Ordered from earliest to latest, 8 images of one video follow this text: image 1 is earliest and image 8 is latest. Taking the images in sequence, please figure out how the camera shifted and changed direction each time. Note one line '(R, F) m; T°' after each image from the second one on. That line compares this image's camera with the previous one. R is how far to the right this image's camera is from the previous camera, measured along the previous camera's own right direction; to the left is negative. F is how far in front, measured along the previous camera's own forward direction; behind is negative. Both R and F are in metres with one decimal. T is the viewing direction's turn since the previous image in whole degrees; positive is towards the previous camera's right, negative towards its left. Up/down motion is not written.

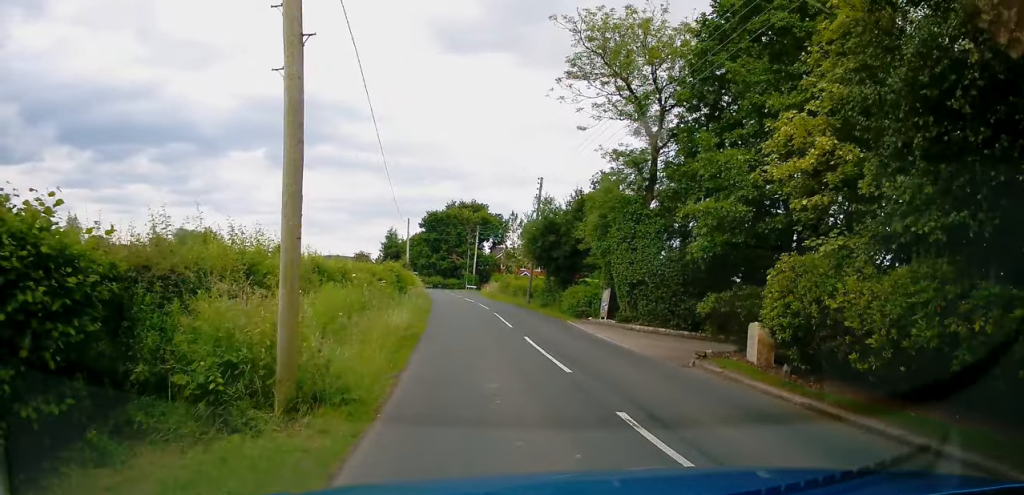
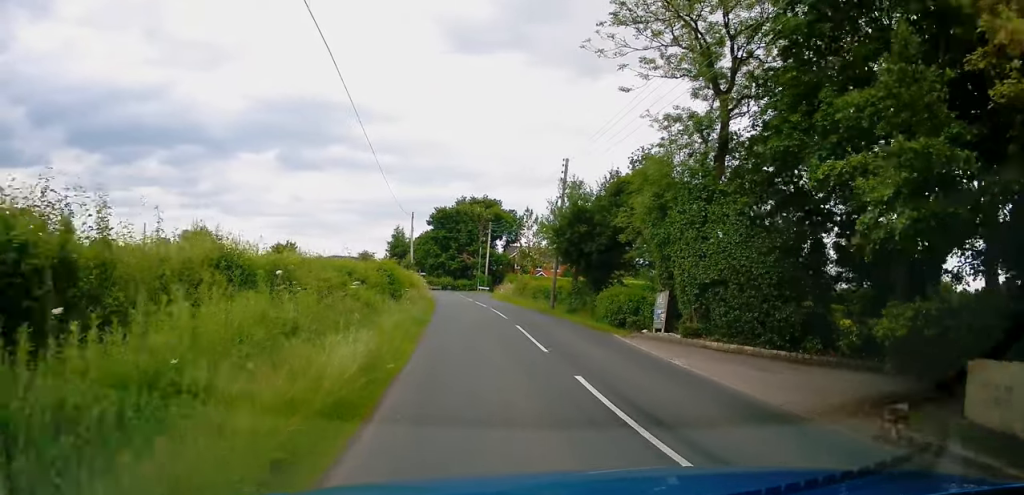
(0.0, +6.5) m; -1°
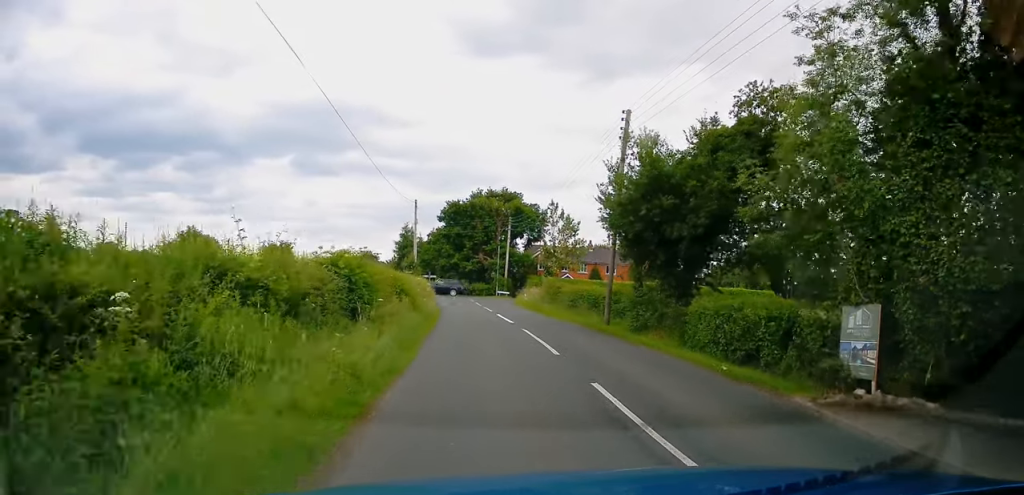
(-0.1, +10.3) m; -2°
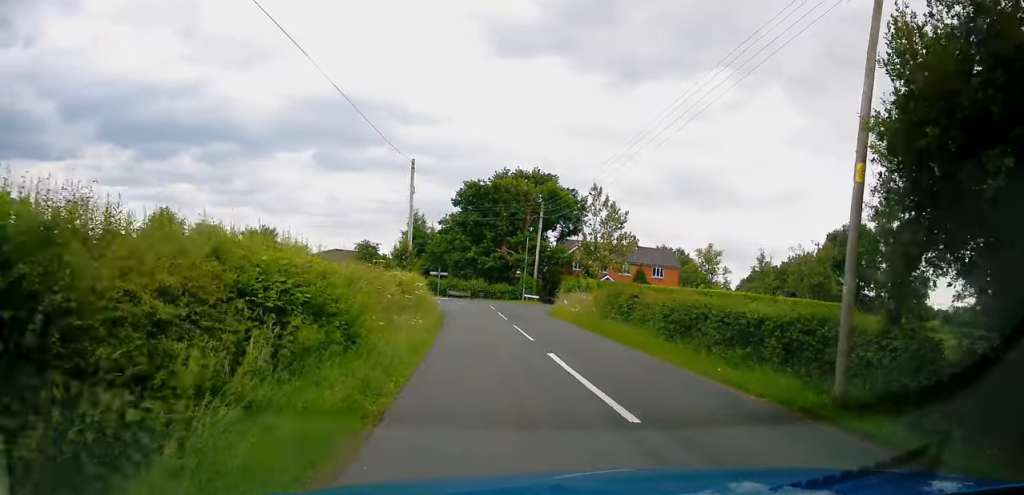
(-0.5, +14.1) m; -3°
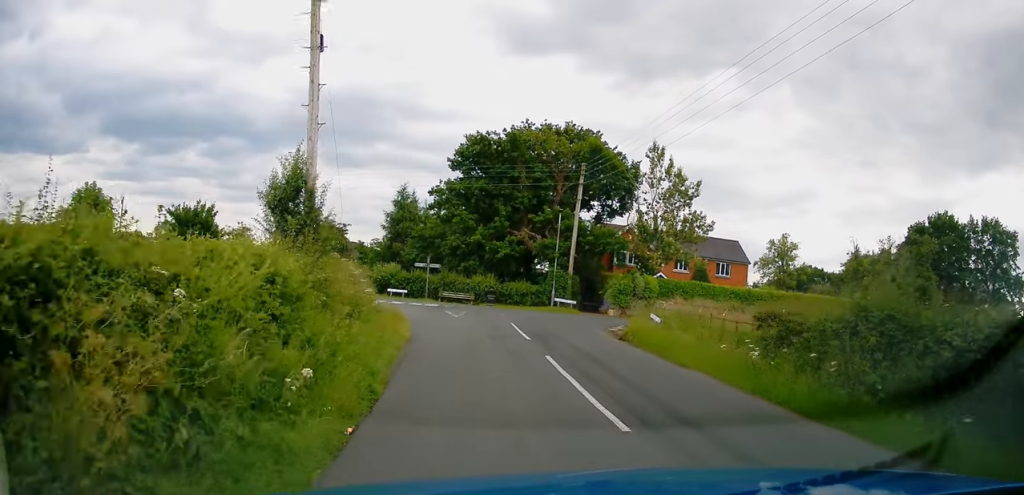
(-0.1, +18.6) m; 0°
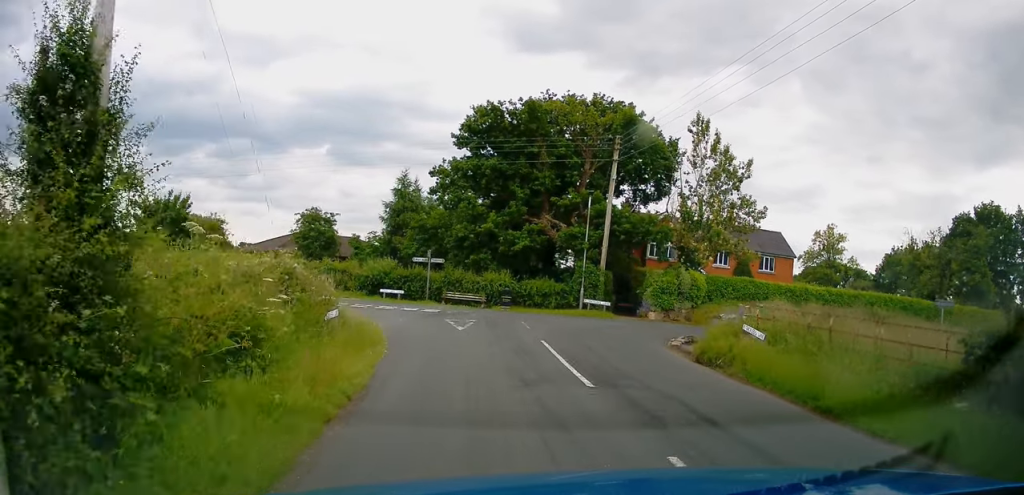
(0.0, +7.0) m; 0°
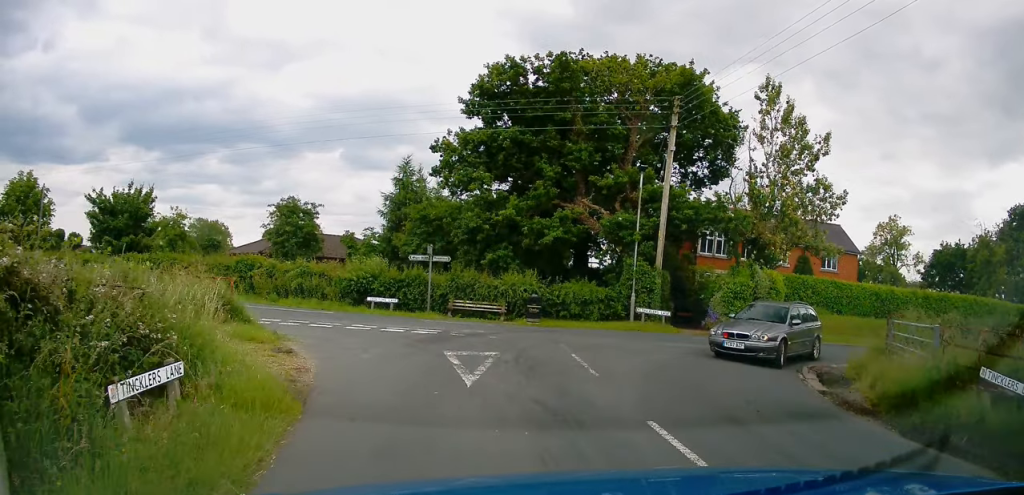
(0.0, +7.6) m; 0°
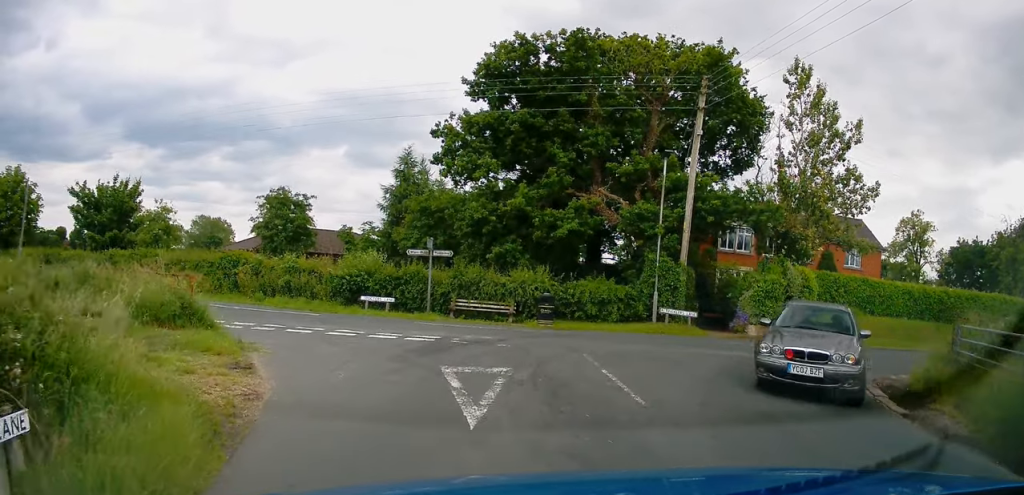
(+0.1, +2.7) m; 0°
